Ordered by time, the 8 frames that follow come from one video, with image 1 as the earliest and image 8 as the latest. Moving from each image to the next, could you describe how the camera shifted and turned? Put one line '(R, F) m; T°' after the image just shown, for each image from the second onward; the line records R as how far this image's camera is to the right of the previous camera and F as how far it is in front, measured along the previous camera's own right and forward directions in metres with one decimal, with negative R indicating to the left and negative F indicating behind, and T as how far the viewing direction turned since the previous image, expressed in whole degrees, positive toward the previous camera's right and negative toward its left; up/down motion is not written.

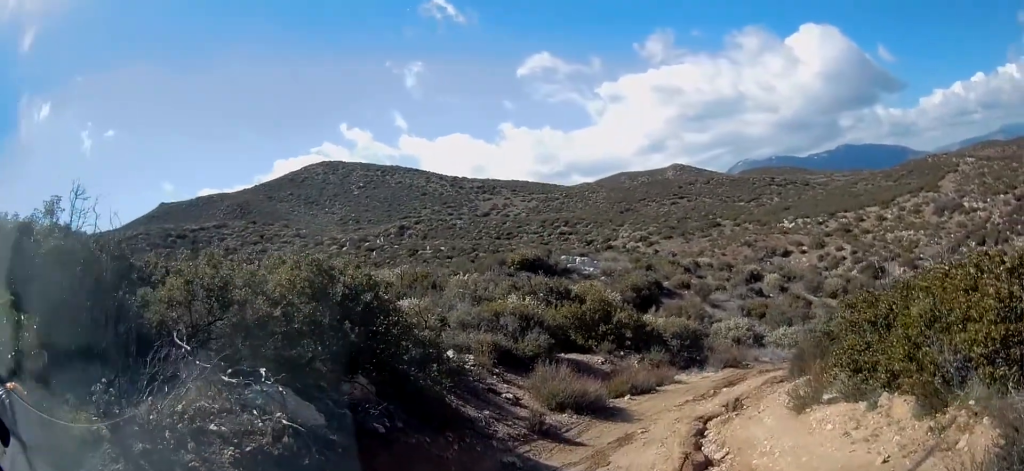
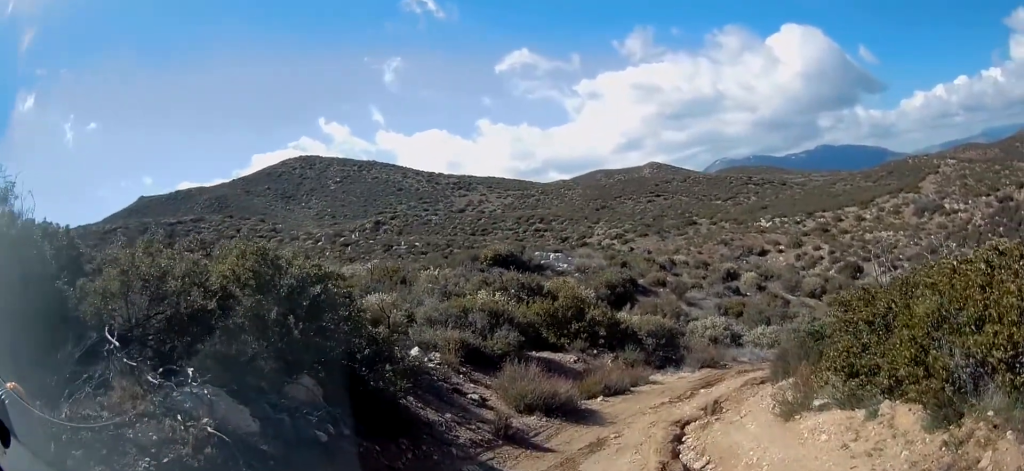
(-0.1, +0.7) m; 0°
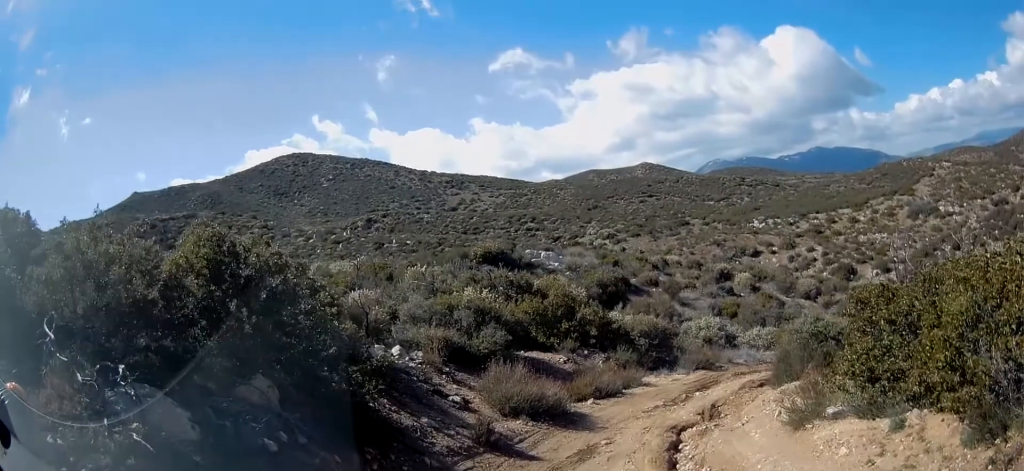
(-0.1, +0.8) m; 0°
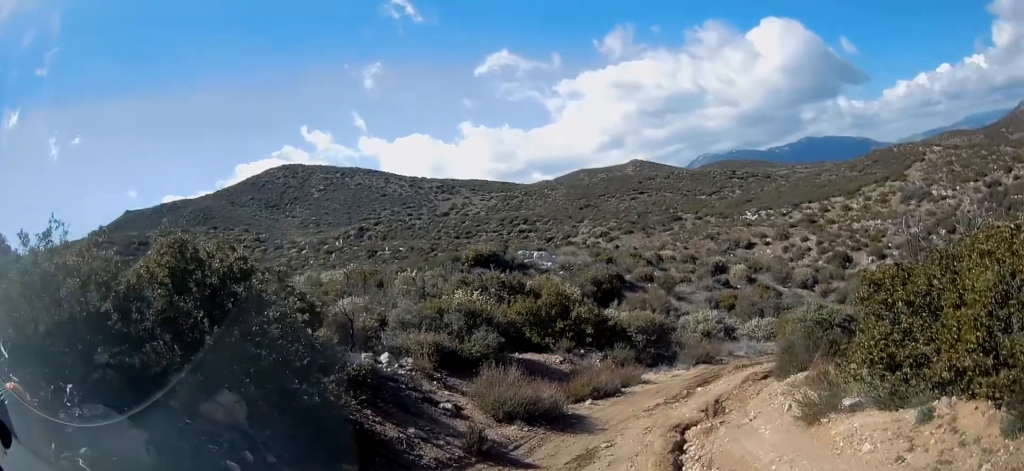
(+0.2, +0.4) m; 0°
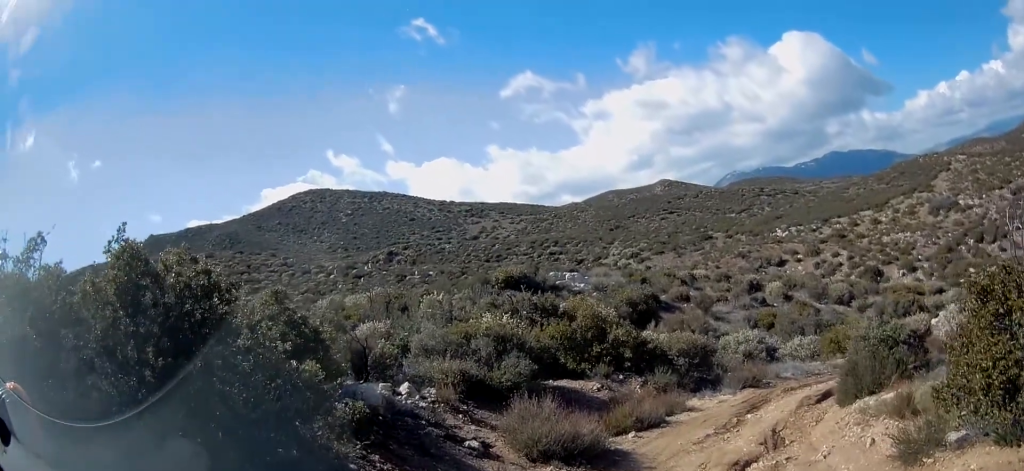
(+0.1, +1.7) m; 0°
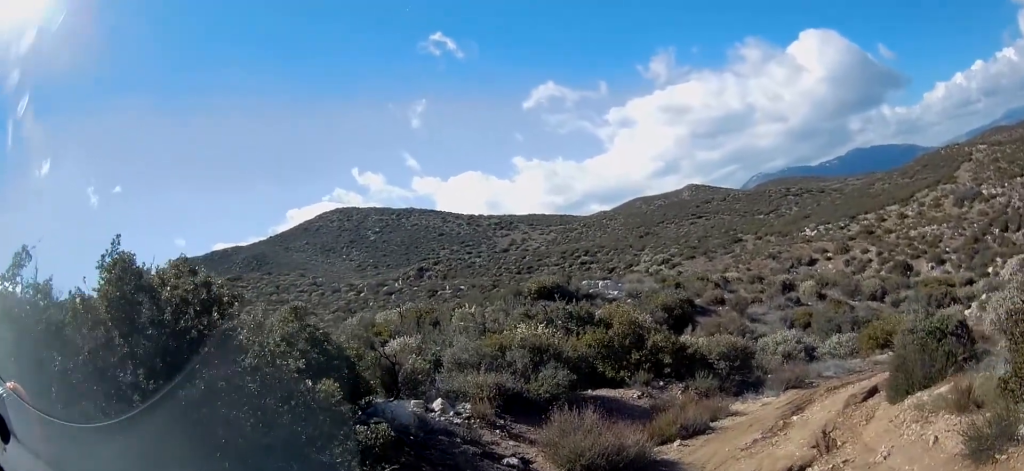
(-0.1, +0.8) m; 0°
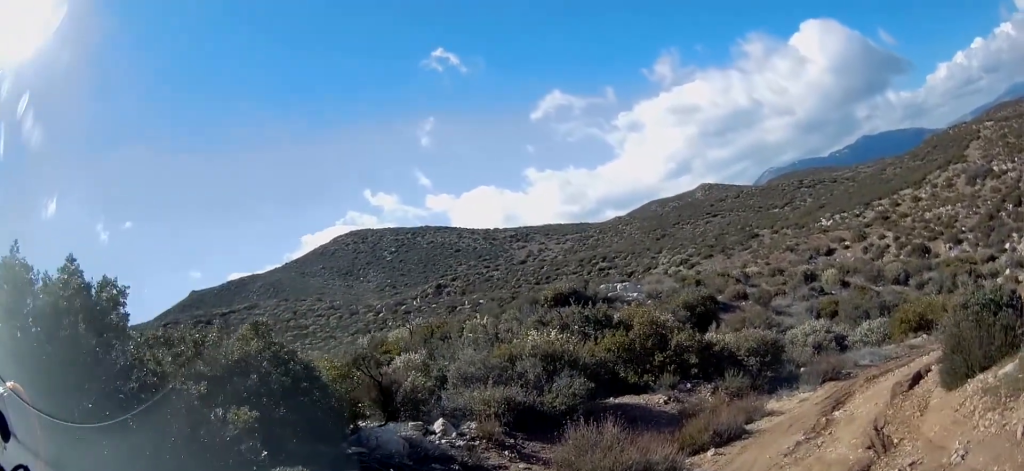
(+0.4, +1.2) m; 0°
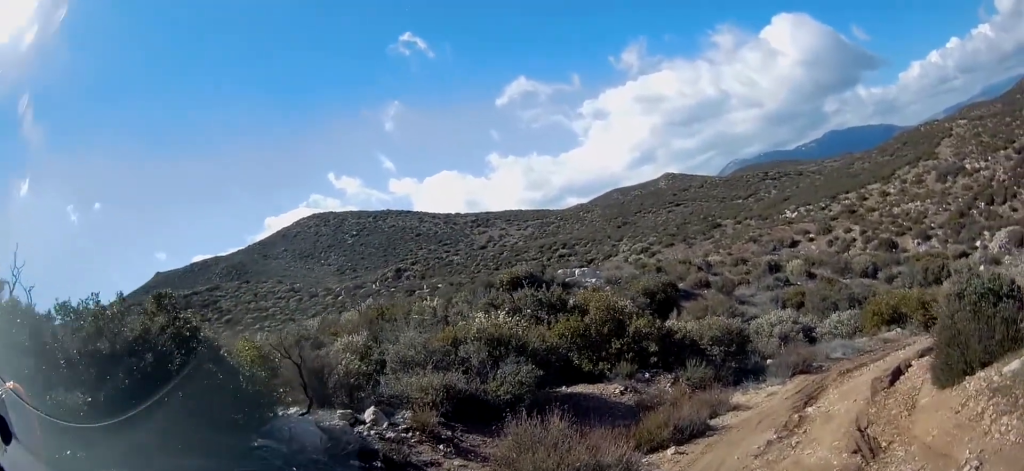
(+0.2, +1.0) m; +5°
